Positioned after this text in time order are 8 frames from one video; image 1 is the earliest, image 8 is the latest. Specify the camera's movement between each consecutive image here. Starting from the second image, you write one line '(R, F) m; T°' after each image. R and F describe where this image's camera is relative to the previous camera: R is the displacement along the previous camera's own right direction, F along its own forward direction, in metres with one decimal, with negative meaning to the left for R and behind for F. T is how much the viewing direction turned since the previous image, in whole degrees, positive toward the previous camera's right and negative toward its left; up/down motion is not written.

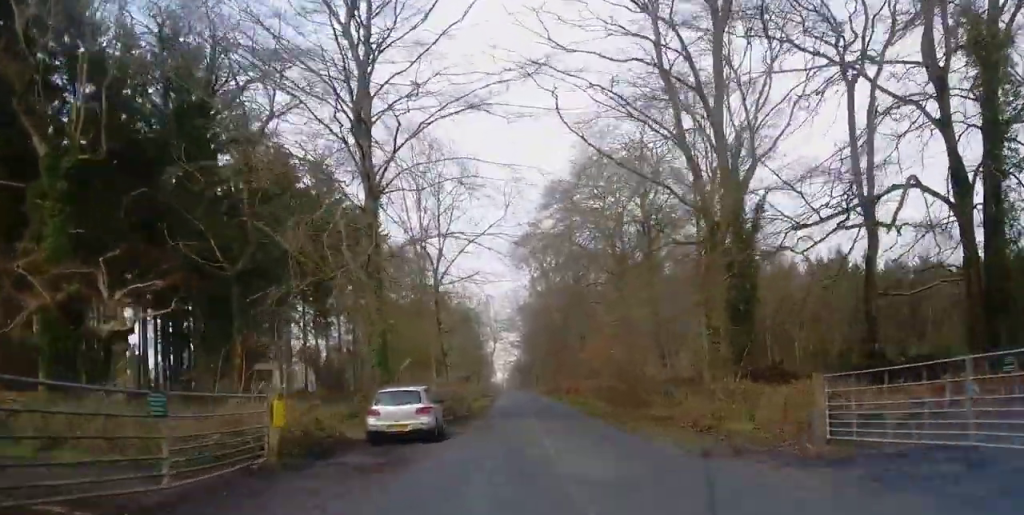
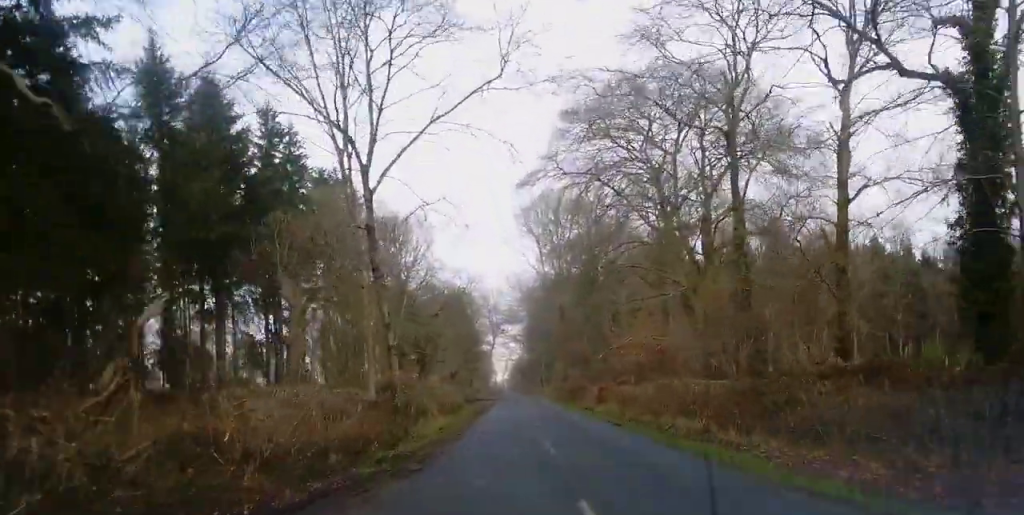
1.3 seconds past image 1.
(0.0, +25.4) m; +1°
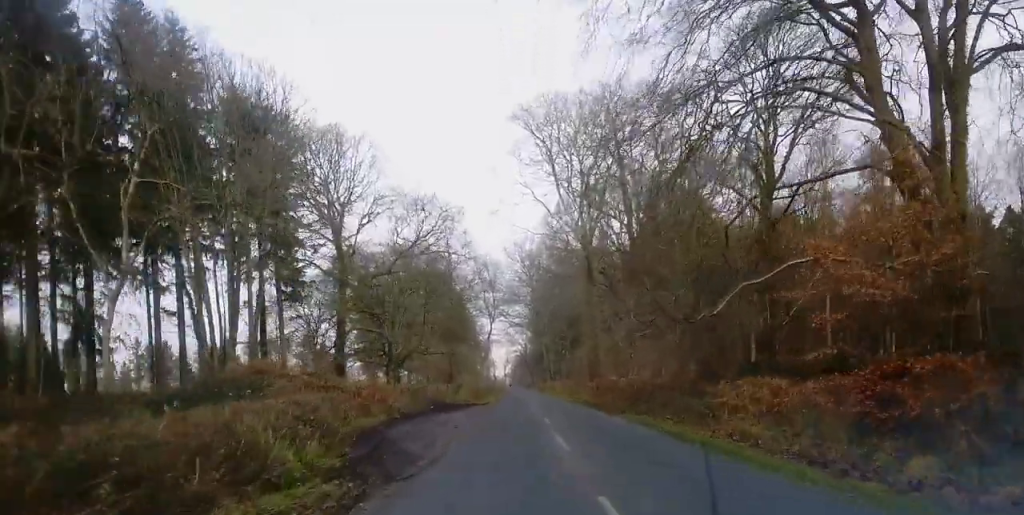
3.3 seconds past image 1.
(+0.2, +35.4) m; -1°
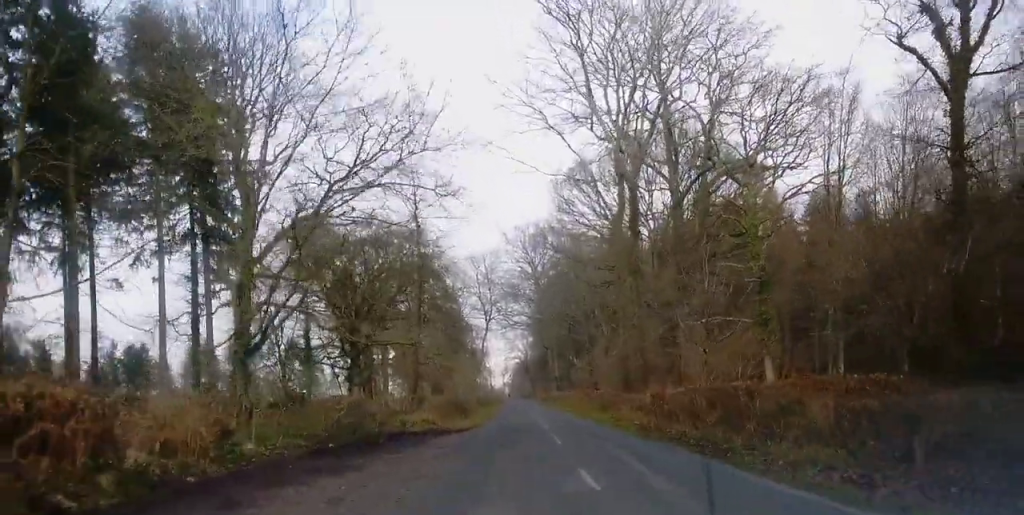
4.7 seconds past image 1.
(-0.3, +22.3) m; 0°
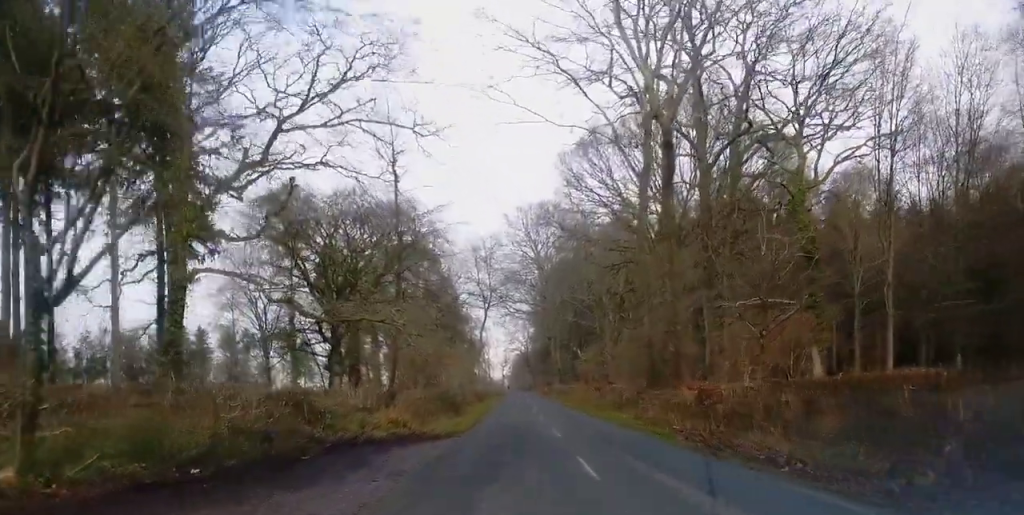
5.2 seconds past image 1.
(+0.1, +8.2) m; 0°
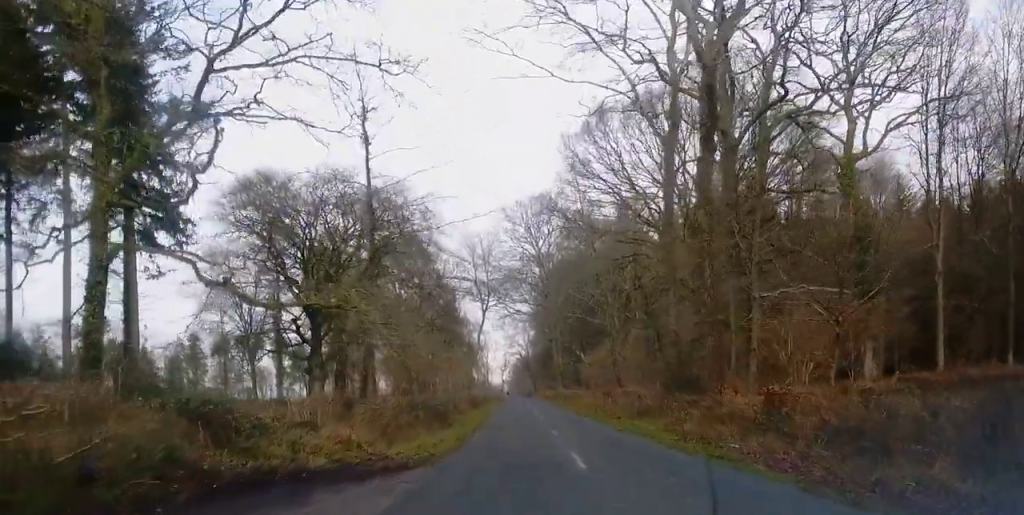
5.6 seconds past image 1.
(0.0, +6.6) m; 0°
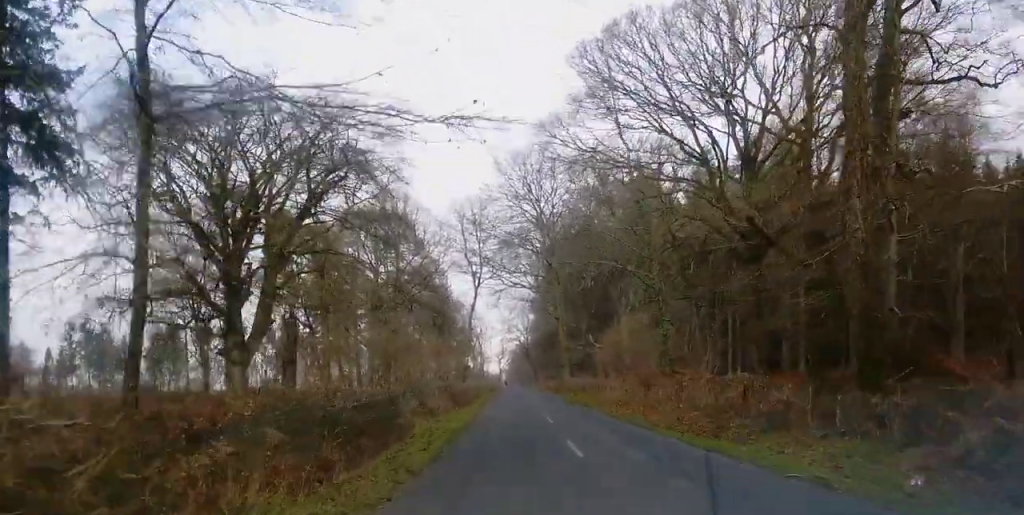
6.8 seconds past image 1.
(0.0, +17.8) m; 0°
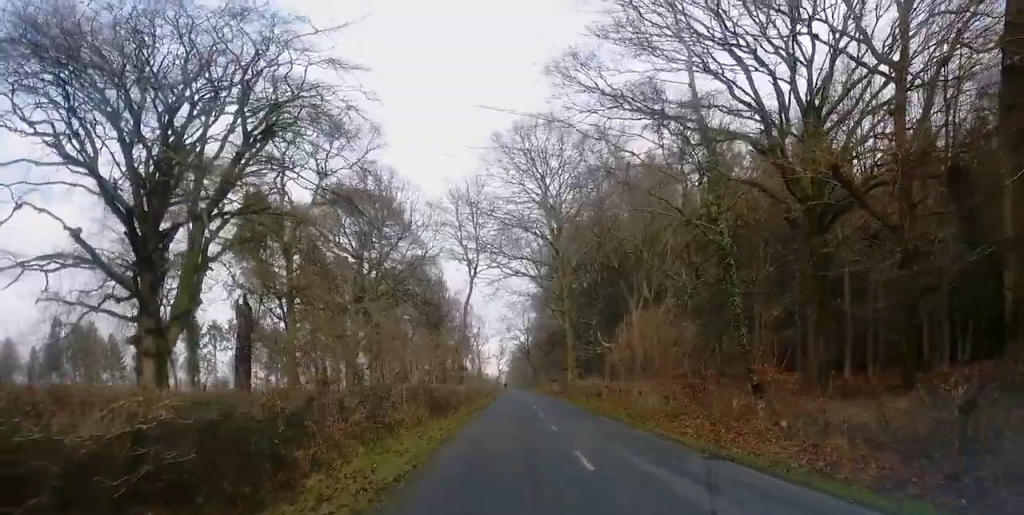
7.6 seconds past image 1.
(0.0, +10.7) m; -1°
